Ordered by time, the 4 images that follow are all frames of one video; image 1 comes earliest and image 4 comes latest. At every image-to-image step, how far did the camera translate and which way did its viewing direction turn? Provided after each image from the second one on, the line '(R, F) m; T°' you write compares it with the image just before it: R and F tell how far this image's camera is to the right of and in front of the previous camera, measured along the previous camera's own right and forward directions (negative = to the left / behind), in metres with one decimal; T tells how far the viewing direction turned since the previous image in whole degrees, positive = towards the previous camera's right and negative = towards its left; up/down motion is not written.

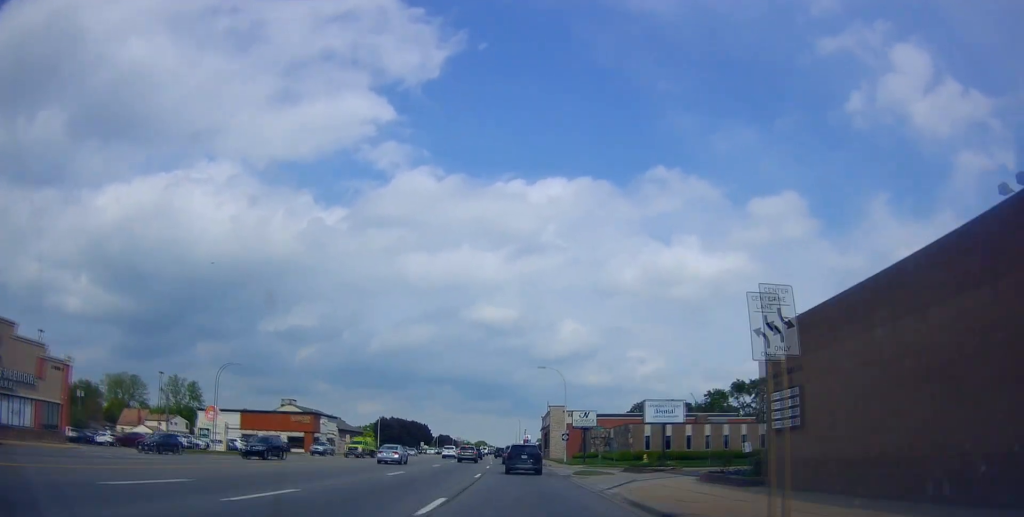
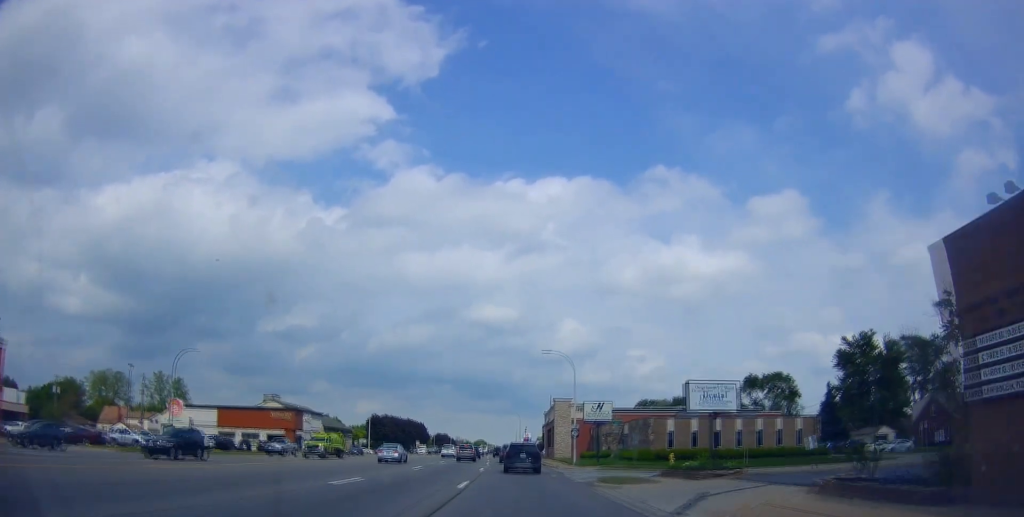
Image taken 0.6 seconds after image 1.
(0.0, +8.5) m; 0°
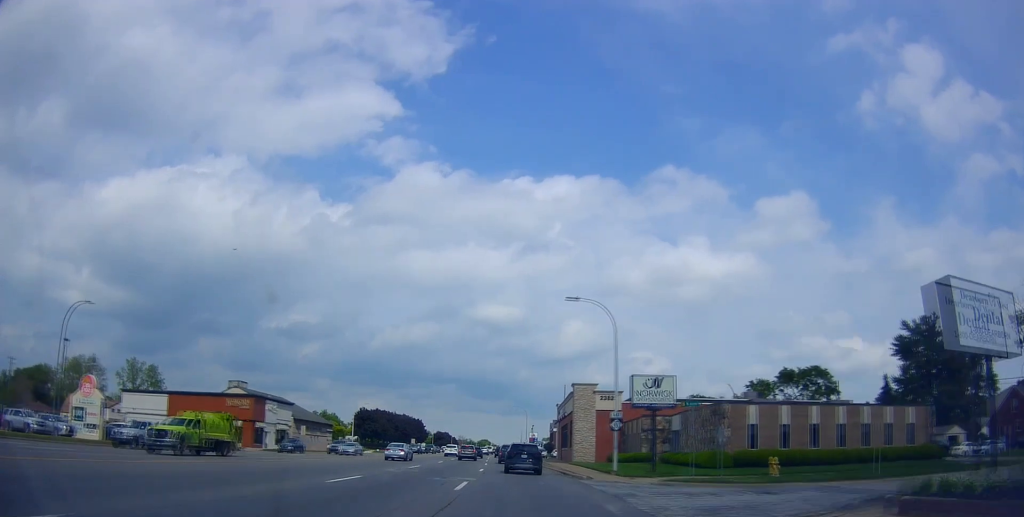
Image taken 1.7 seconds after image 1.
(-0.2, +16.7) m; -2°
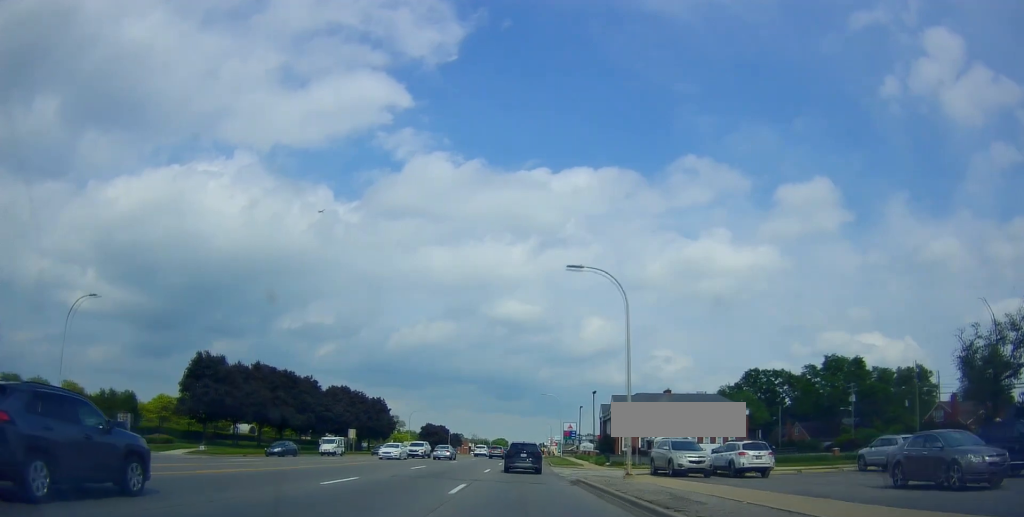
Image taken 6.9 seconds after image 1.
(-0.4, +79.8) m; +3°
